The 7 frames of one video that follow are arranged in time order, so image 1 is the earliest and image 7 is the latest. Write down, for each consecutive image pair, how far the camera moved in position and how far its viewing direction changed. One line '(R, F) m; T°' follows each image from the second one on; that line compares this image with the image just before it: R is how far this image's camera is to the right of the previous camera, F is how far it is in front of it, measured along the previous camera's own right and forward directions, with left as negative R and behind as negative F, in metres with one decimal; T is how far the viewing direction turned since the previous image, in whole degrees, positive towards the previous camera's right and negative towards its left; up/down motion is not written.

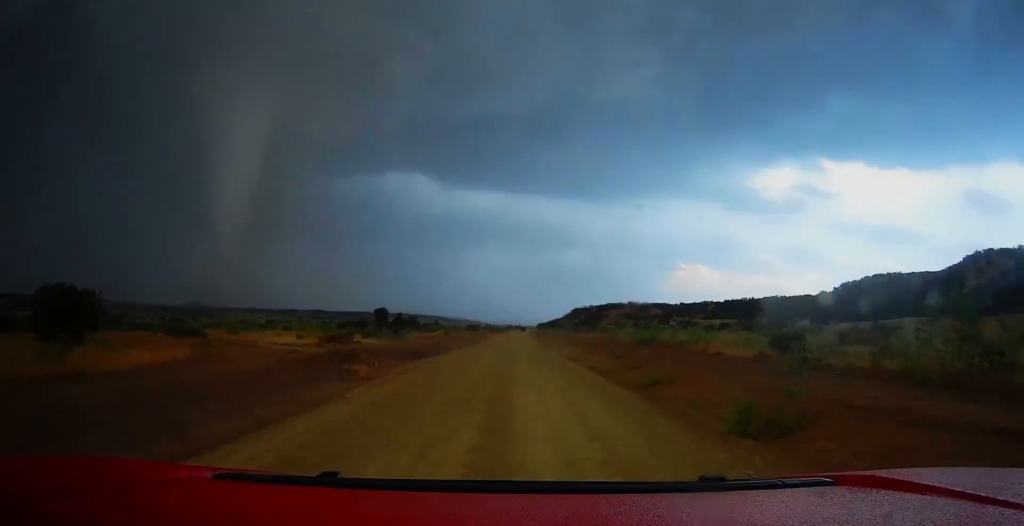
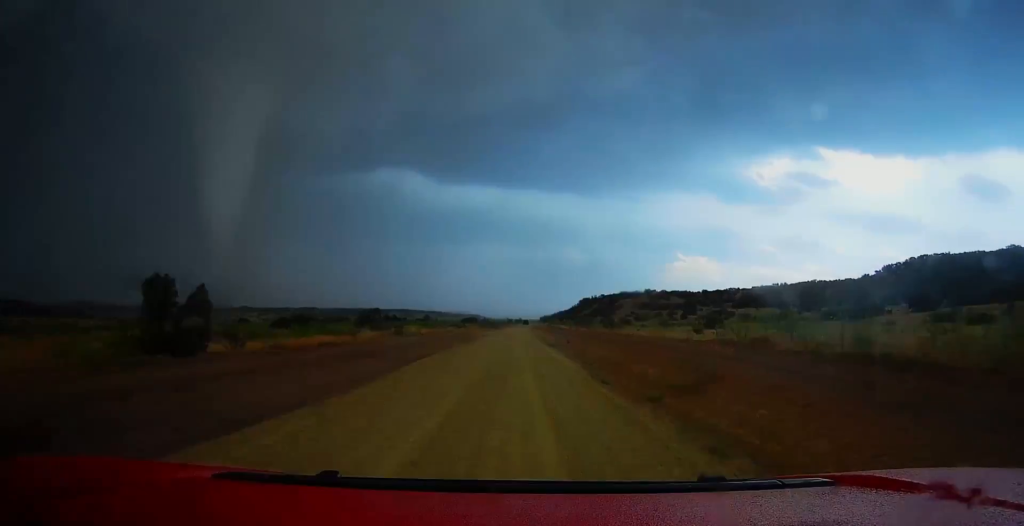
(-0.1, +43.8) m; 0°
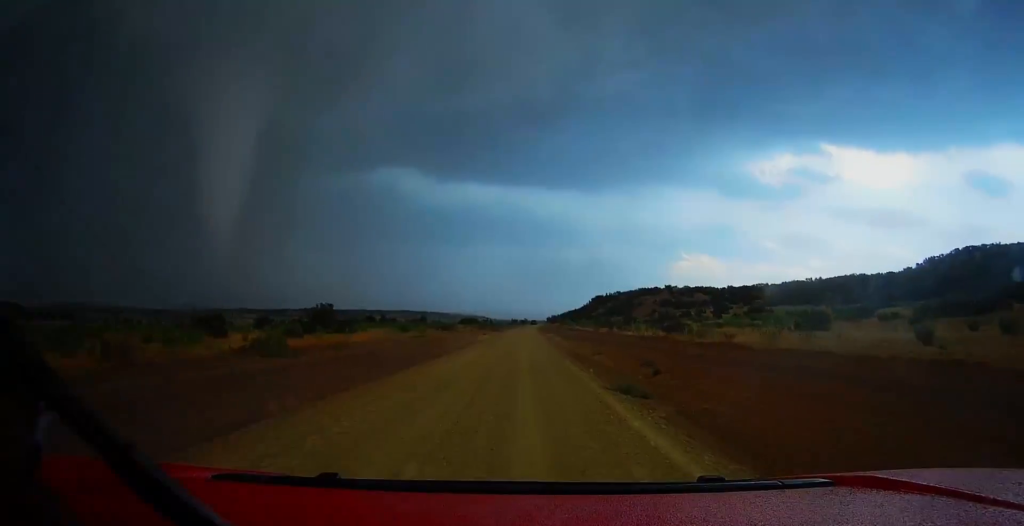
(-0.1, +32.3) m; 0°
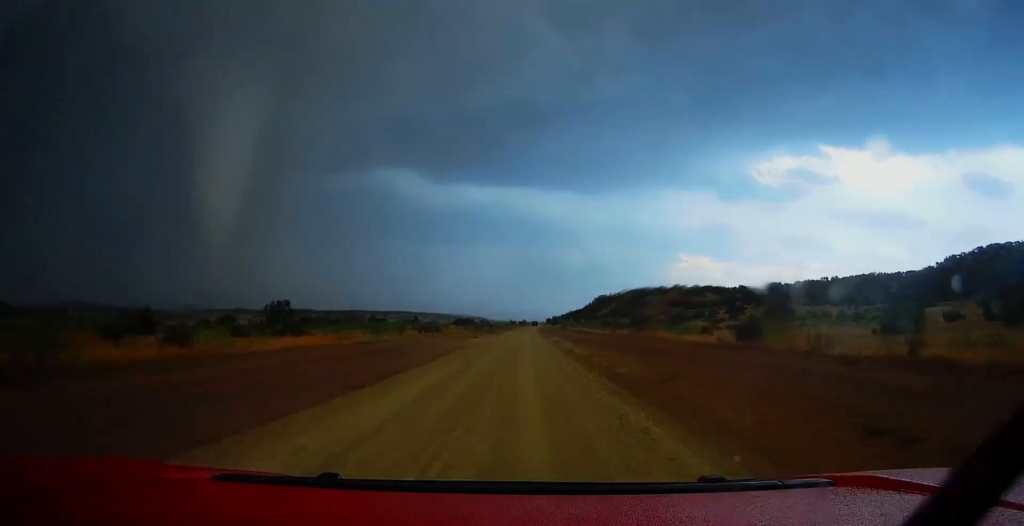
(0.0, +16.3) m; 0°
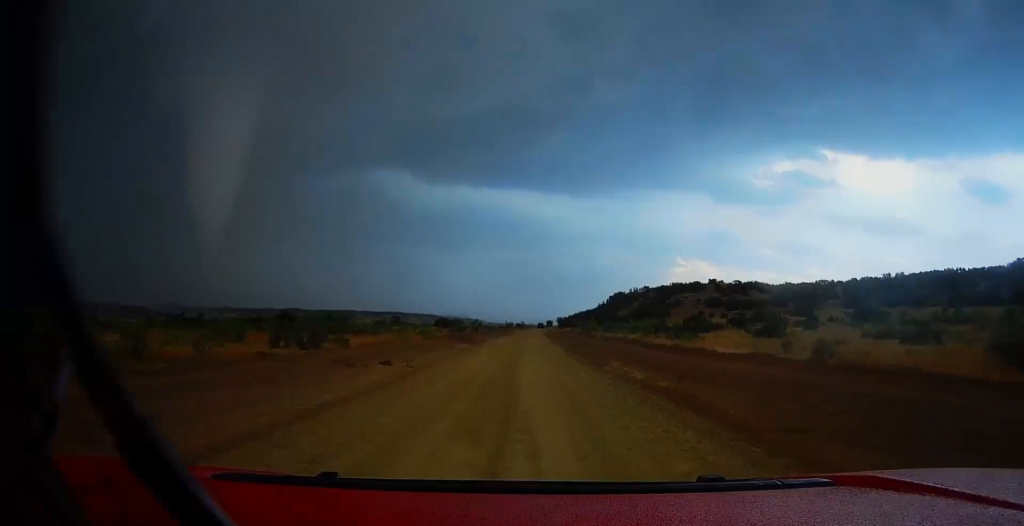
(0.0, +50.1) m; 0°
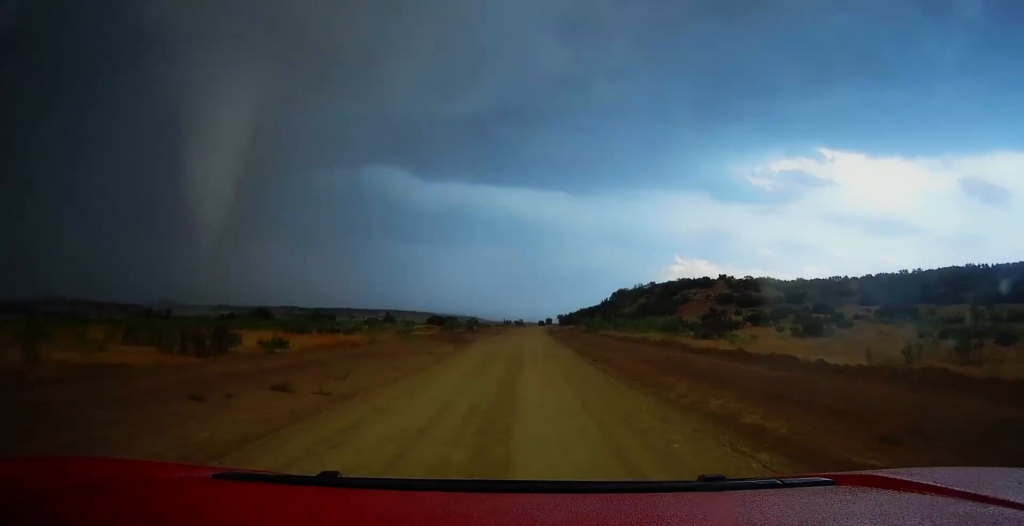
(+0.1, +11.7) m; +1°
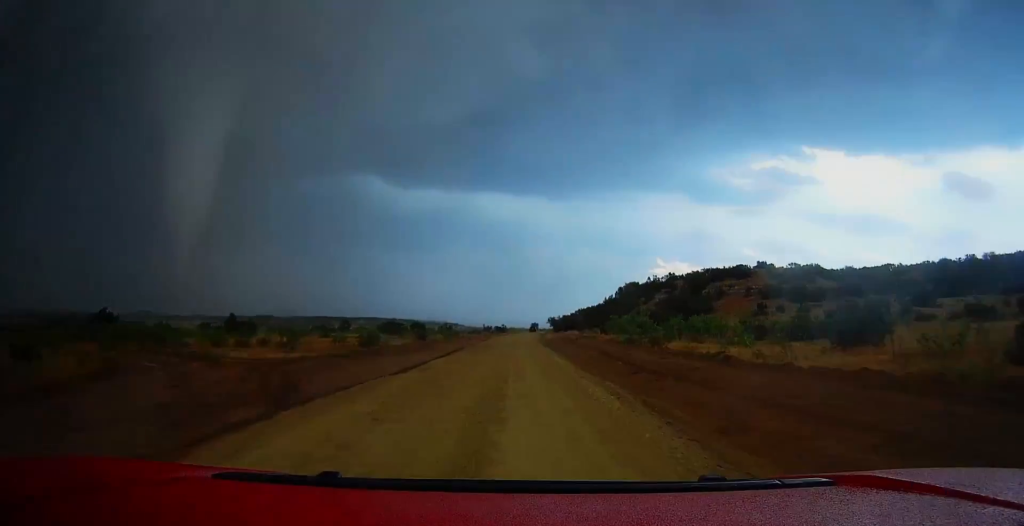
(+0.6, +43.7) m; +1°
